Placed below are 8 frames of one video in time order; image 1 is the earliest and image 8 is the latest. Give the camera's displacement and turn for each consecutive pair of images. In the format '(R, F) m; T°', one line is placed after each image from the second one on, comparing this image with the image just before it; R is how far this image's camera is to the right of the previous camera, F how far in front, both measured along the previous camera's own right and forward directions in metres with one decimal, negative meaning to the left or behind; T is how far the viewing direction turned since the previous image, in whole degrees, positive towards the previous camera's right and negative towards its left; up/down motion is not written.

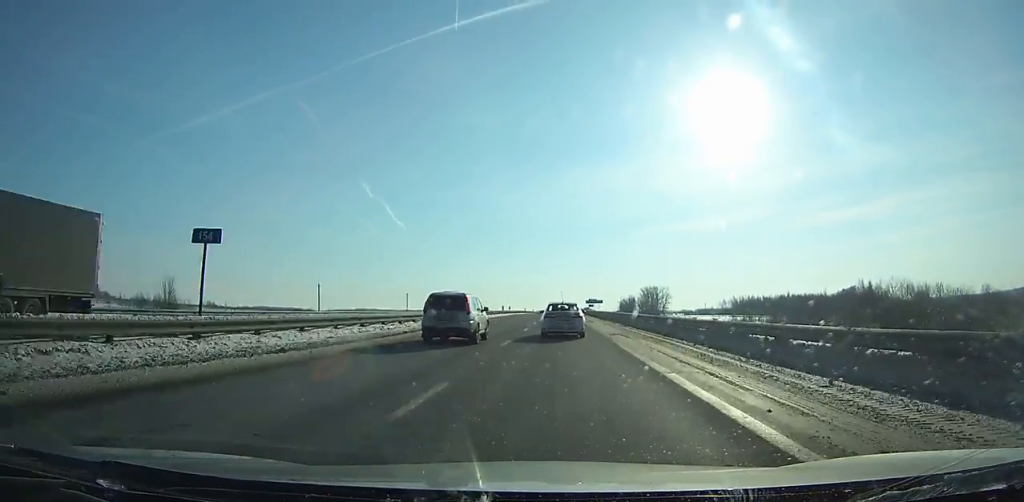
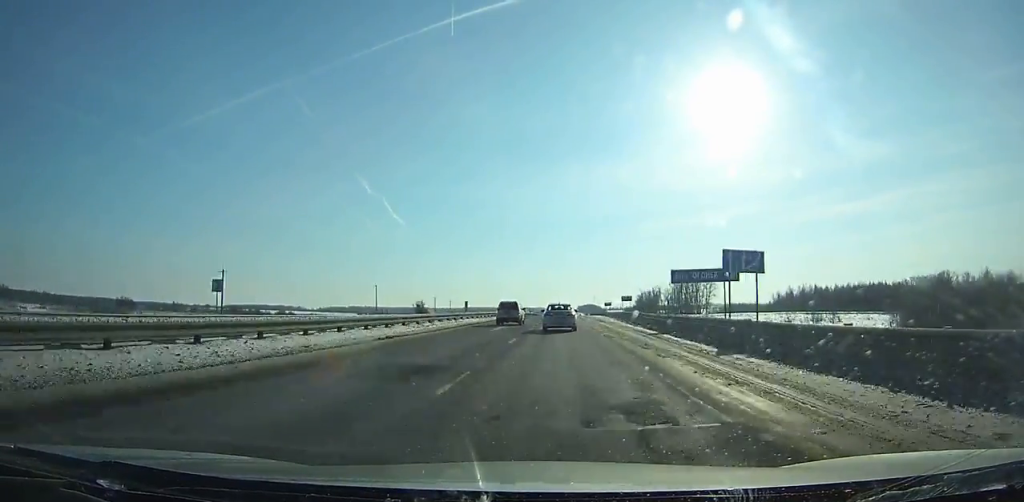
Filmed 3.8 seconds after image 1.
(-0.1, +106.1) m; 0°
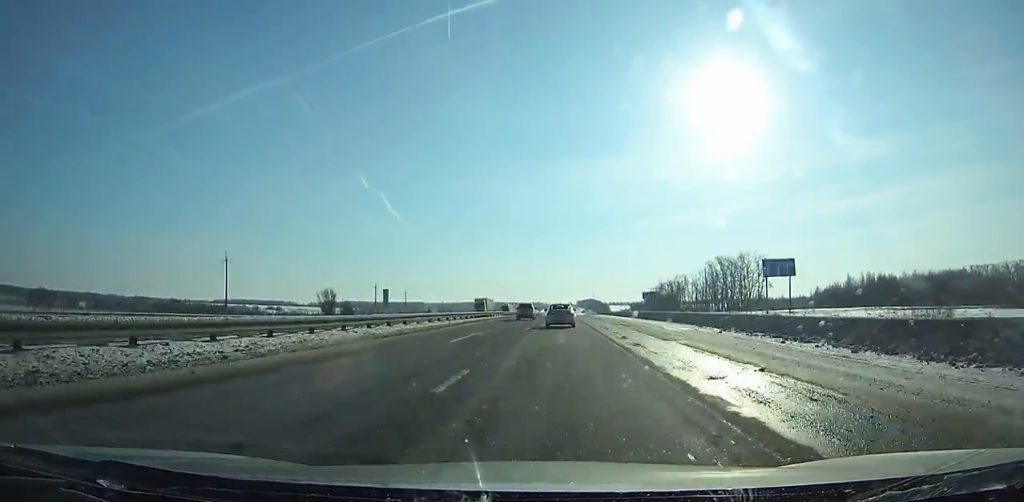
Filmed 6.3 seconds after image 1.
(+0.2, +70.3) m; 0°
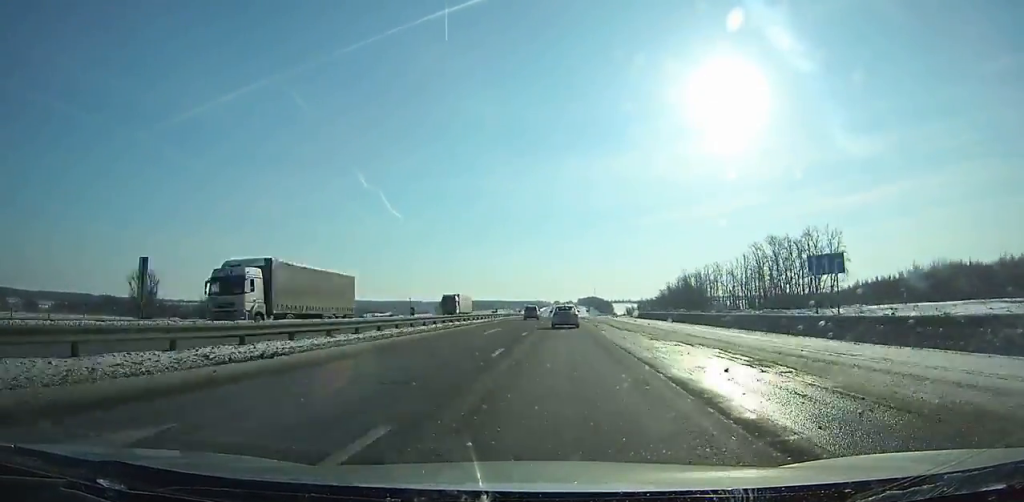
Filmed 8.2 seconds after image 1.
(+0.1, +53.9) m; 0°
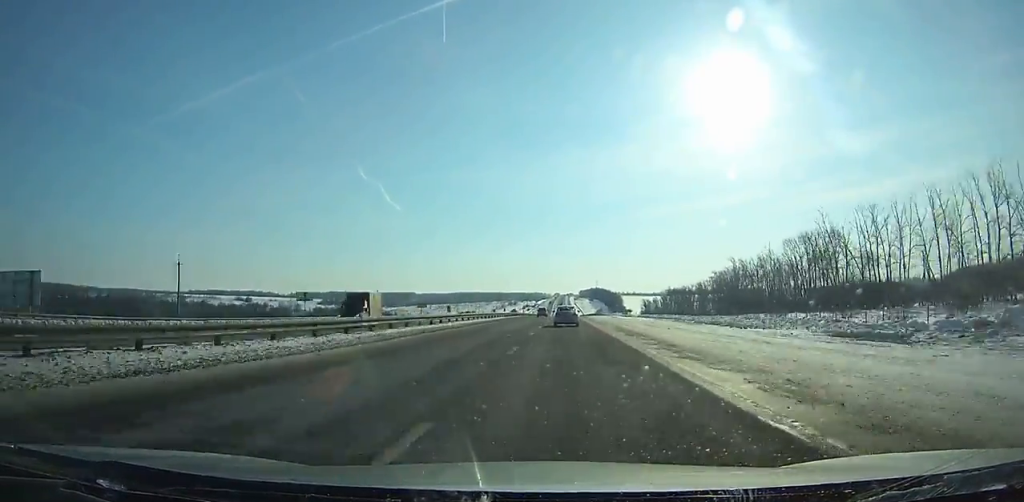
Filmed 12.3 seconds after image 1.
(0.0, +118.8) m; 0°
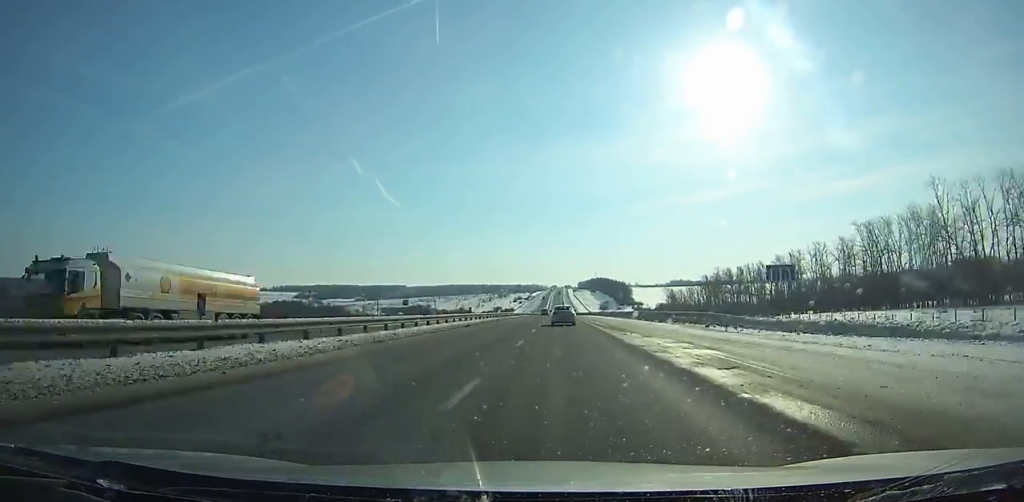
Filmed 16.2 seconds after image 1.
(+0.2, +116.1) m; 0°
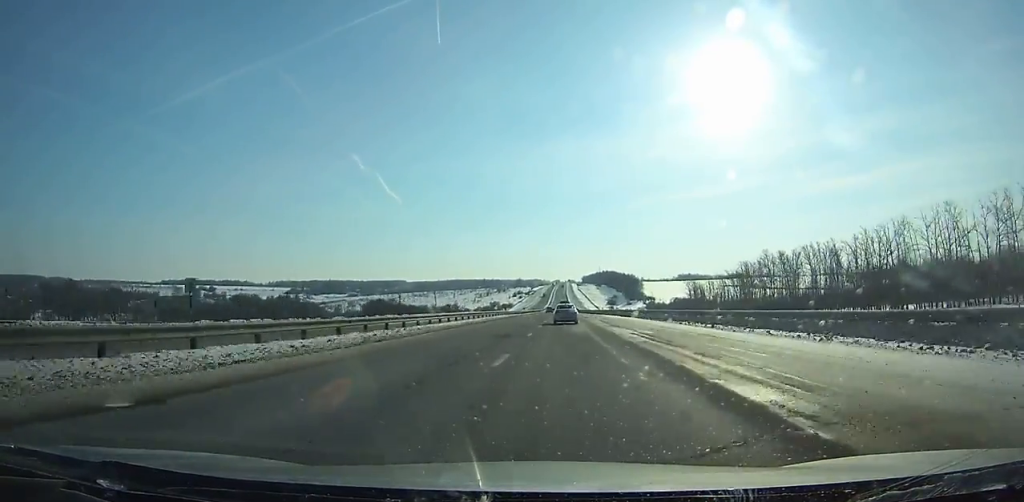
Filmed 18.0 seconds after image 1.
(-0.1, +54.6) m; 0°
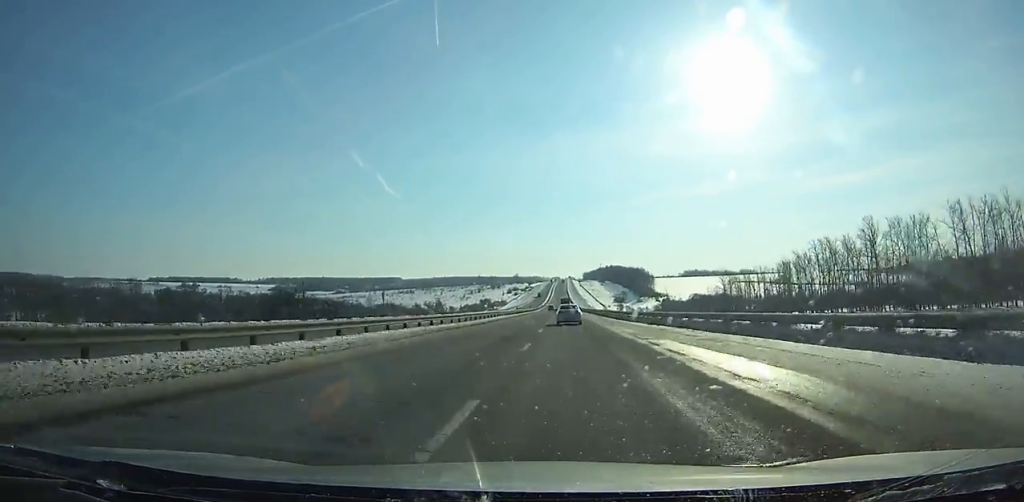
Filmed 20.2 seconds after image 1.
(-0.1, +67.5) m; 0°
